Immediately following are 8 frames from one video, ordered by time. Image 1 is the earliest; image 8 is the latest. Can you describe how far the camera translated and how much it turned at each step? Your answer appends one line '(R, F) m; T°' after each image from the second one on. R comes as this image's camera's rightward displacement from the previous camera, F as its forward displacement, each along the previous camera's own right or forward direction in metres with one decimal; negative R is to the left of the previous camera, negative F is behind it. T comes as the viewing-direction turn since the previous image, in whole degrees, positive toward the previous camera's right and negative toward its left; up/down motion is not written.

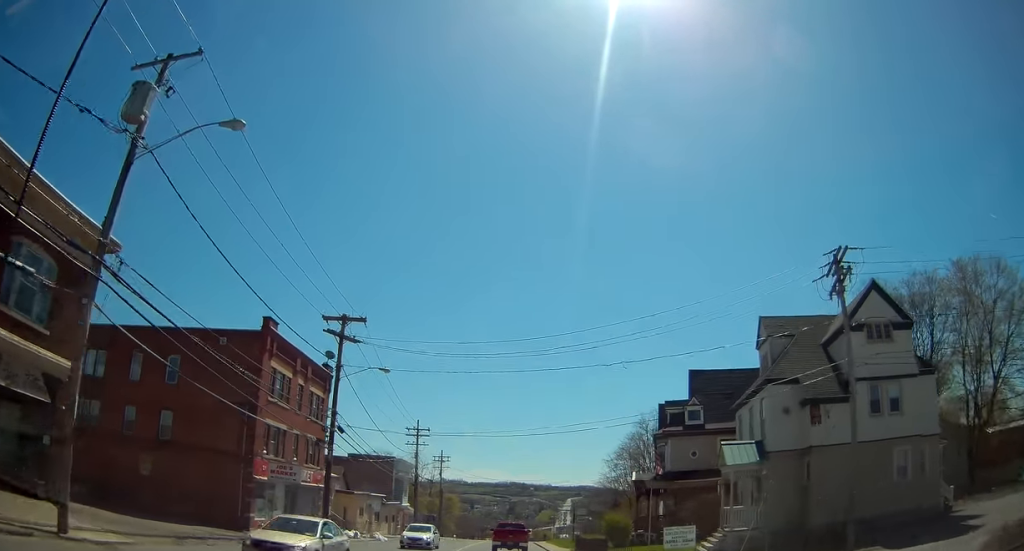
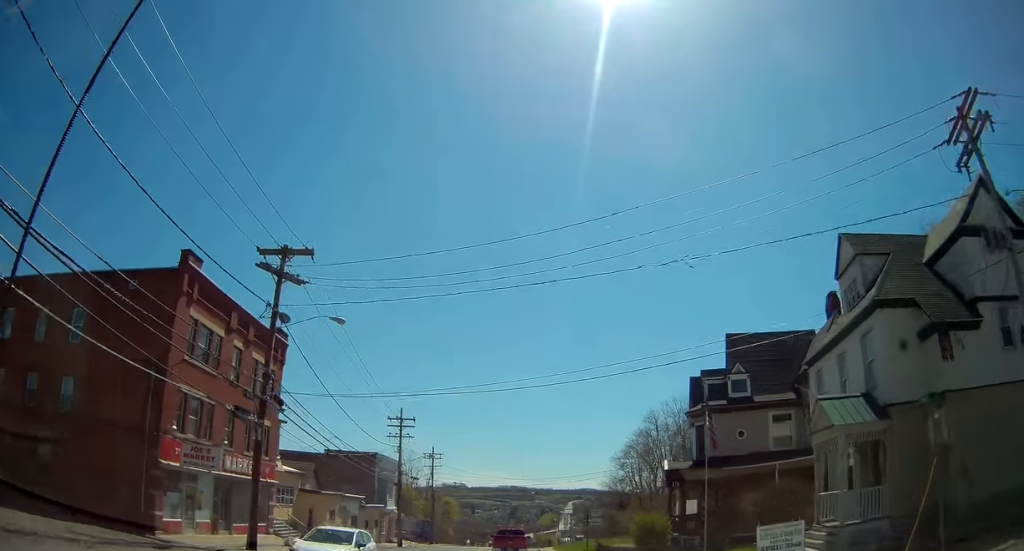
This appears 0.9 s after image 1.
(0.0, +7.6) m; 0°
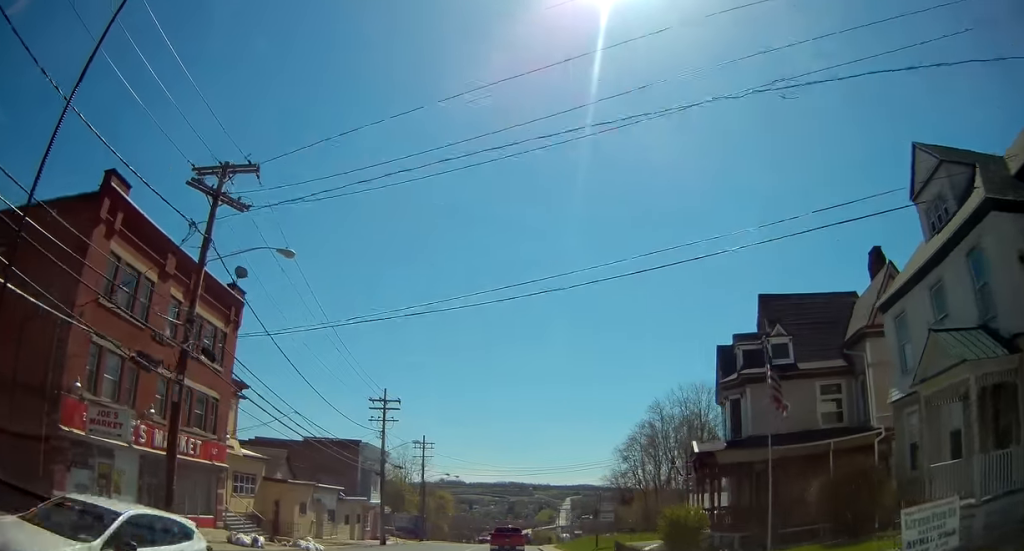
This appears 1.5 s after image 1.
(0.0, +4.8) m; 0°
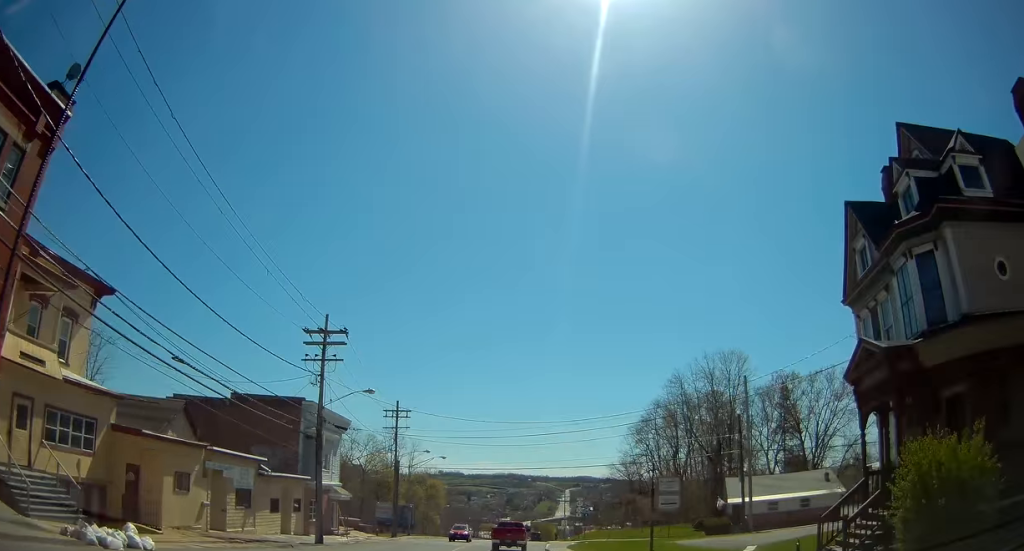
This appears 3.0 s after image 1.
(0.0, +12.7) m; 0°
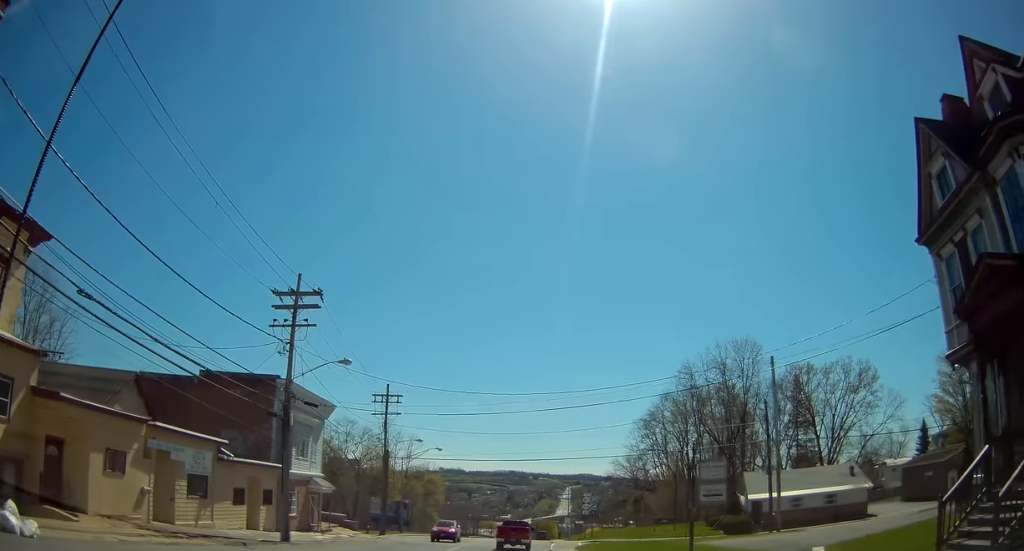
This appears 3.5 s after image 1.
(0.0, +4.5) m; 0°
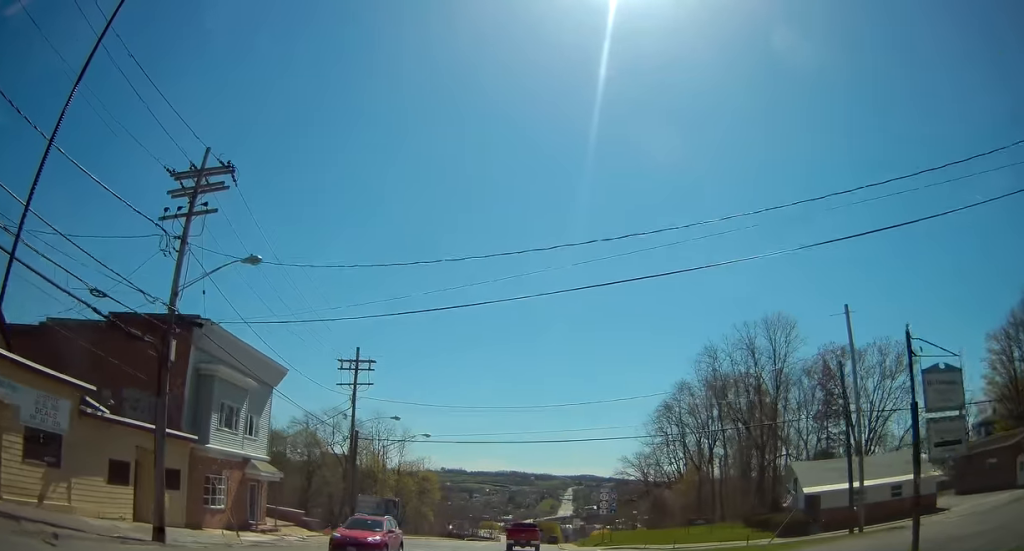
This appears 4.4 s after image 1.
(0.0, +9.7) m; -1°
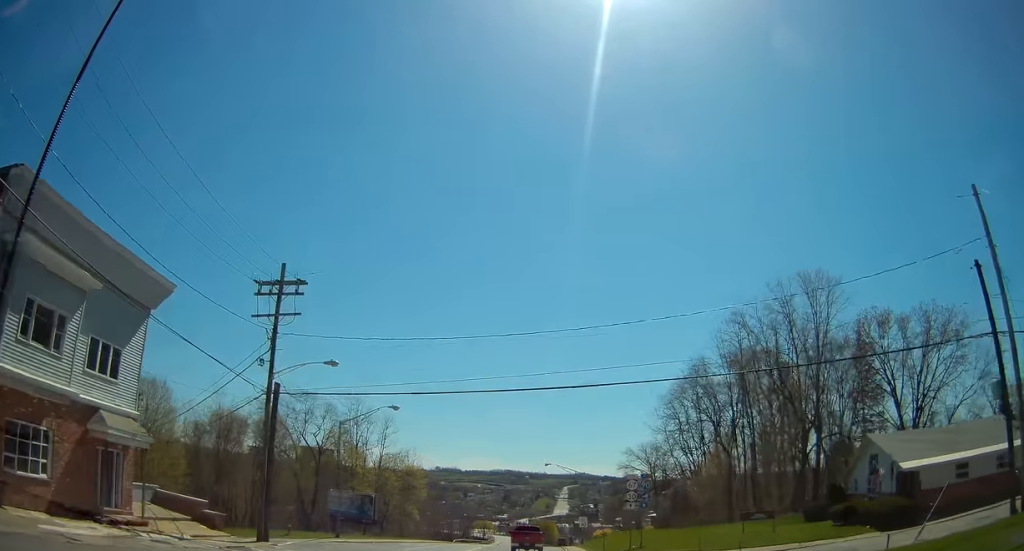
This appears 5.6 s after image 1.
(-0.1, +12.4) m; +1°
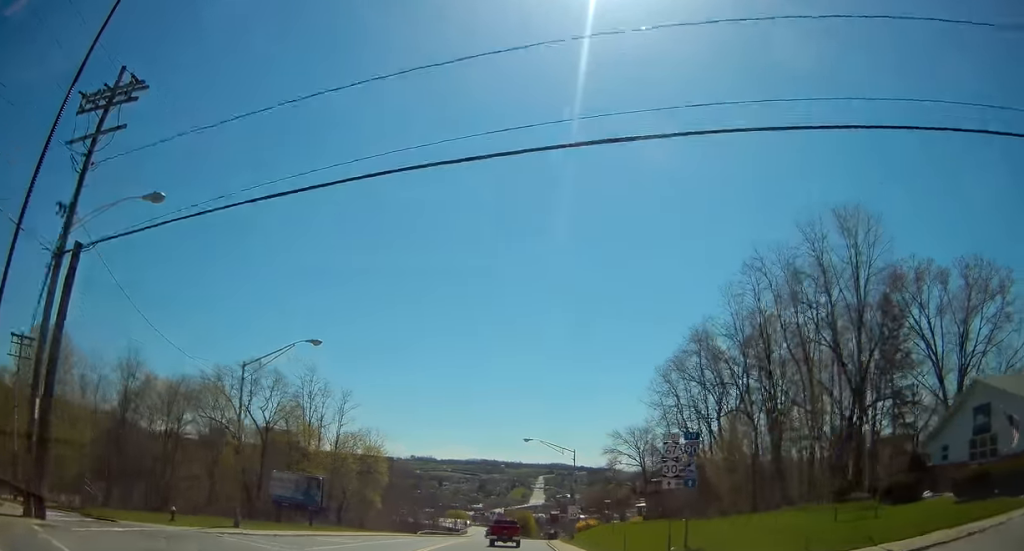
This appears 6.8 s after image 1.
(+0.2, +12.9) m; +1°
